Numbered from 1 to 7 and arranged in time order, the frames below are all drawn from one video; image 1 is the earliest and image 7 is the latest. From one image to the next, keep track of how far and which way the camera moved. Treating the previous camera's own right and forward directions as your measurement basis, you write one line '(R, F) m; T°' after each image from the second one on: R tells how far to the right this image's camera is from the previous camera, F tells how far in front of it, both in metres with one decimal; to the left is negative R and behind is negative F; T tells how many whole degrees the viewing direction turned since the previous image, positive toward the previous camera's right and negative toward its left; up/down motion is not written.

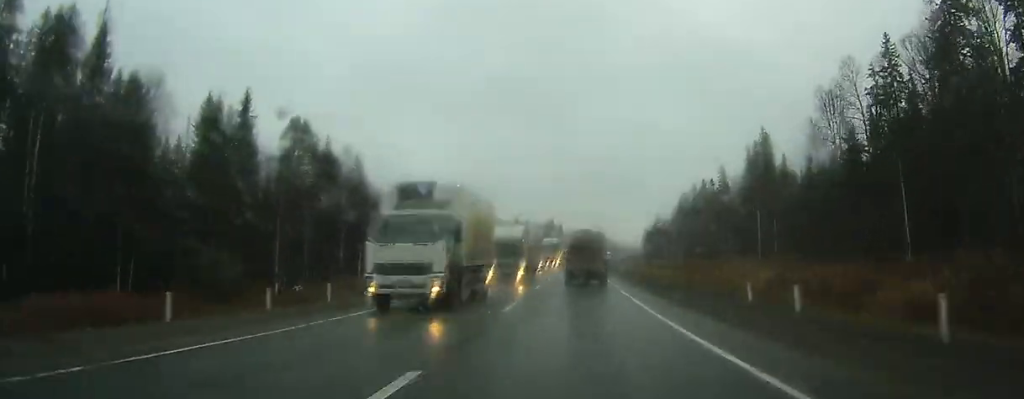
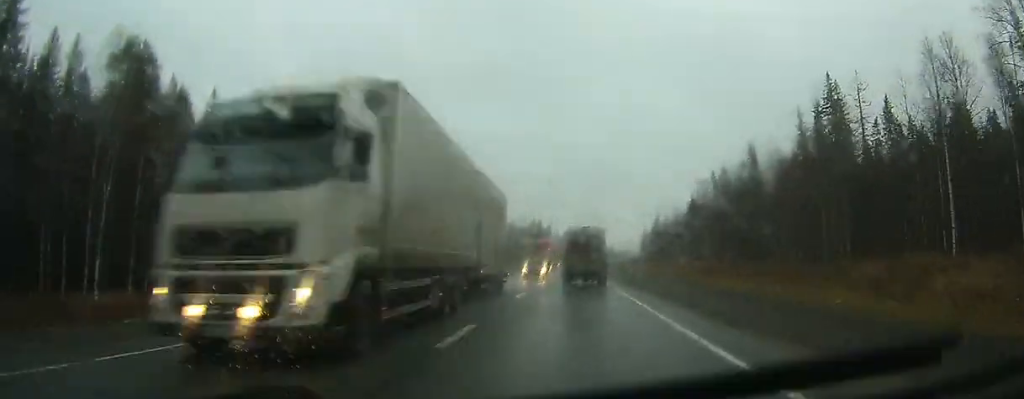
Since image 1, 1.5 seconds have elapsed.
(+0.2, +42.7) m; 0°
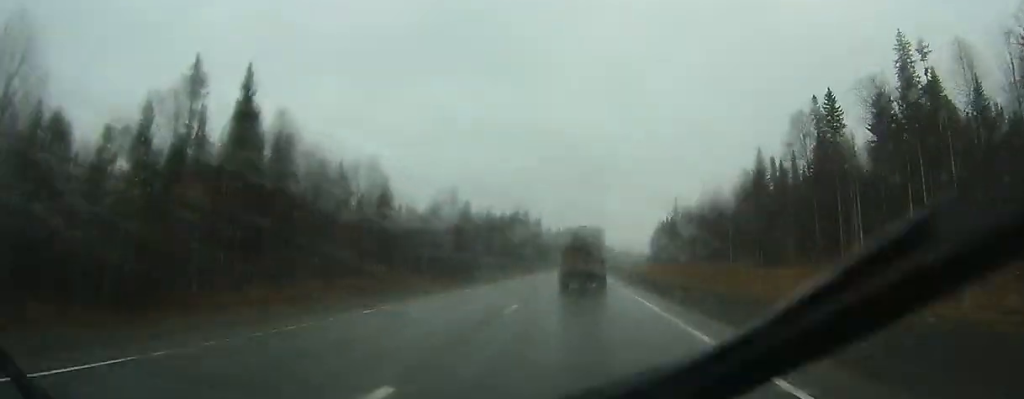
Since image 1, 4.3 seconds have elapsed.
(+0.6, +75.7) m; +1°
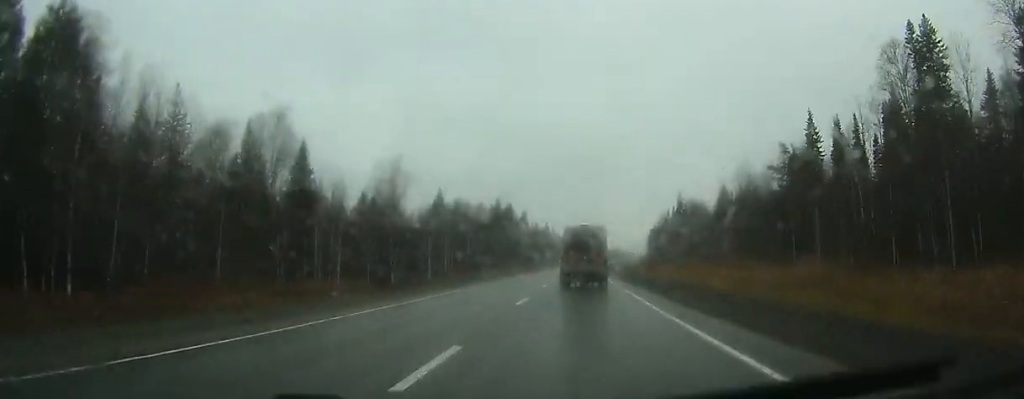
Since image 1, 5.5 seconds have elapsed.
(+0.1, +31.7) m; +1°
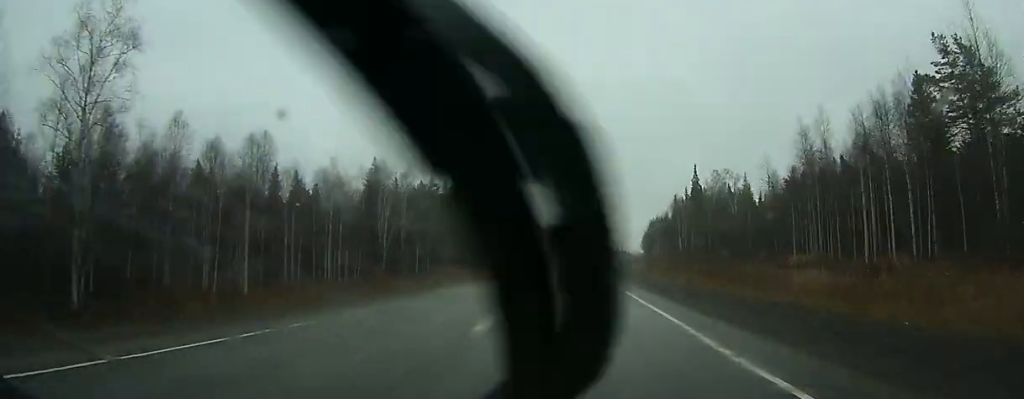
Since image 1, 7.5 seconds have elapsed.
(+0.3, +51.3) m; +1°
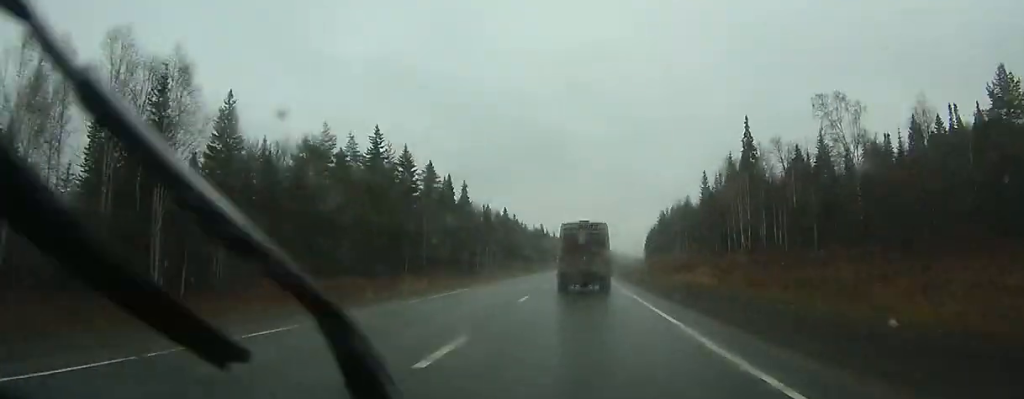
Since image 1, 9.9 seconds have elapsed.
(+0.8, +60.8) m; +1°
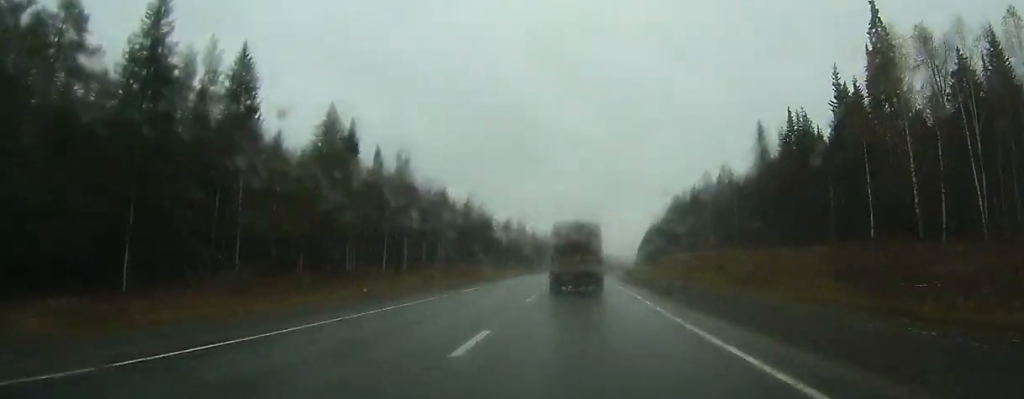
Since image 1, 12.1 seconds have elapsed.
(+0.5, +61.8) m; +1°
